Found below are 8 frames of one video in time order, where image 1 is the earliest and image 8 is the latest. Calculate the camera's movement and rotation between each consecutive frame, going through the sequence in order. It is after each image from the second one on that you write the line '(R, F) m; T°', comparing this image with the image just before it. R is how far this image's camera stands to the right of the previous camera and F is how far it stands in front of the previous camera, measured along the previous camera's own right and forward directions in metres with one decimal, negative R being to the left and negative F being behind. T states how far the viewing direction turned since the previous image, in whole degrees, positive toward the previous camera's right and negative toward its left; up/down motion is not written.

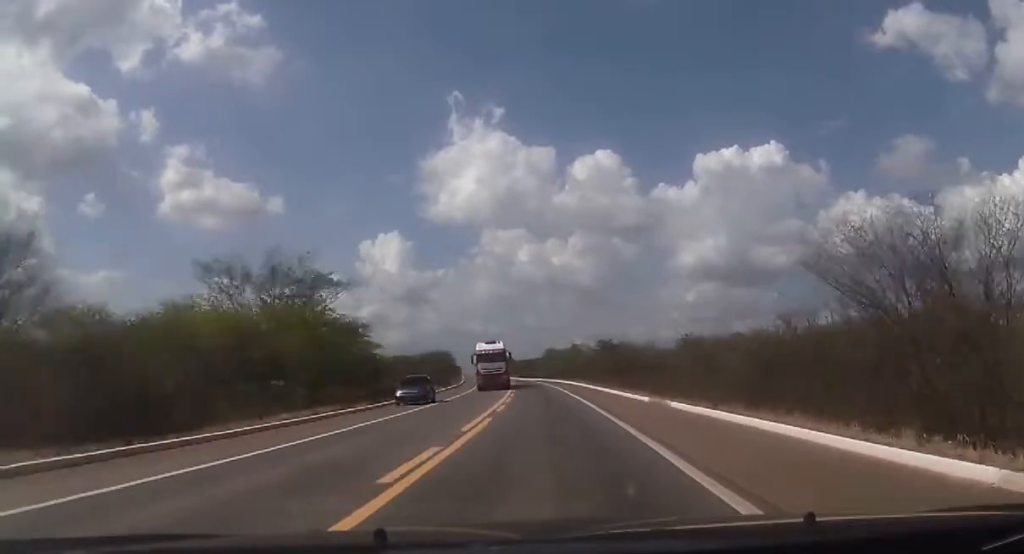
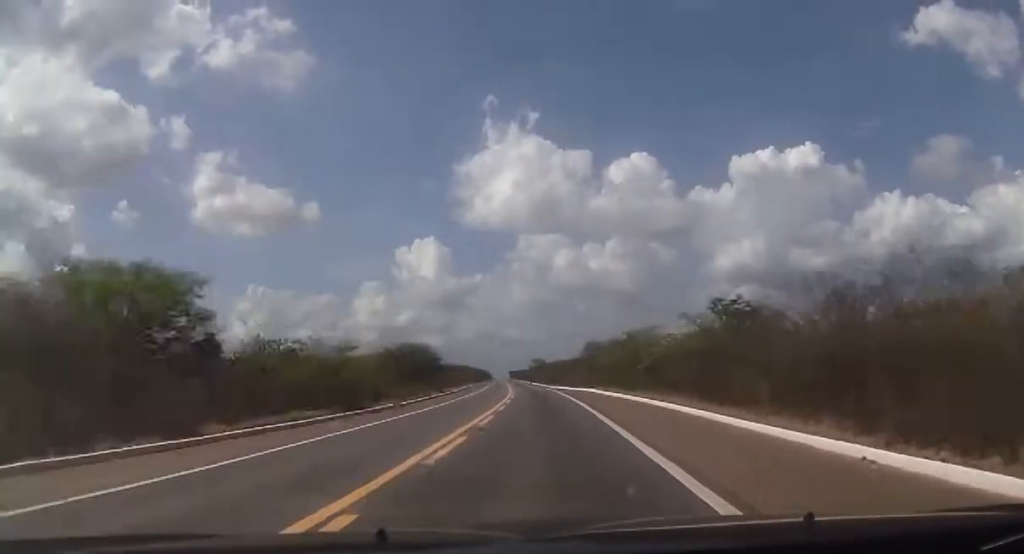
(+0.3, +46.6) m; -1°
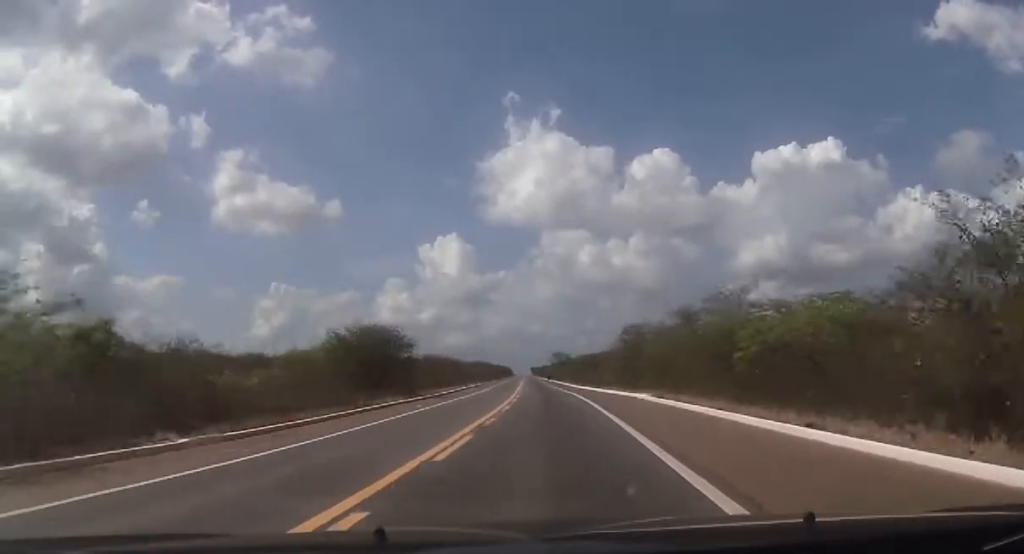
(-0.1, +24.1) m; -2°
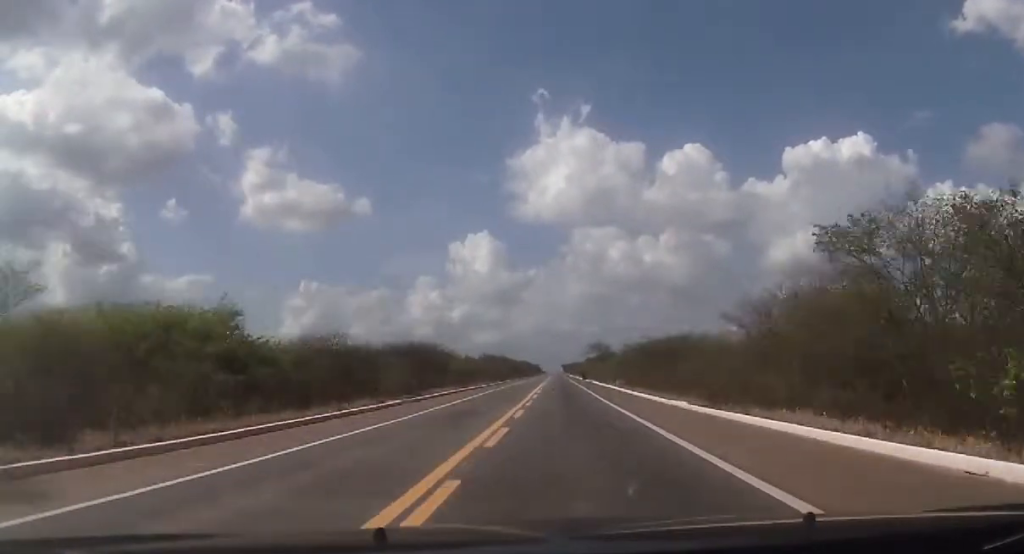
(-1.9, +46.2) m; -3°
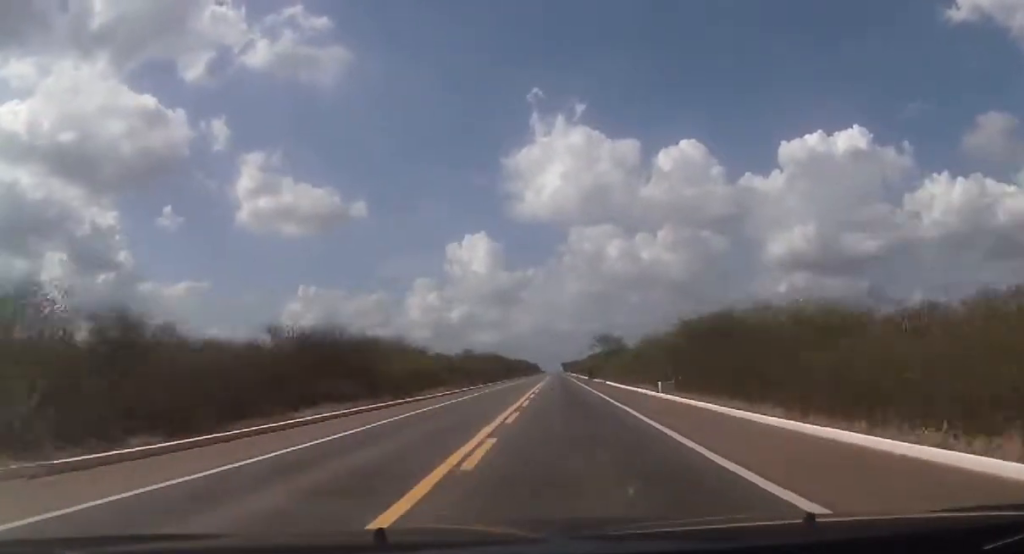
(0.0, +27.0) m; -1°
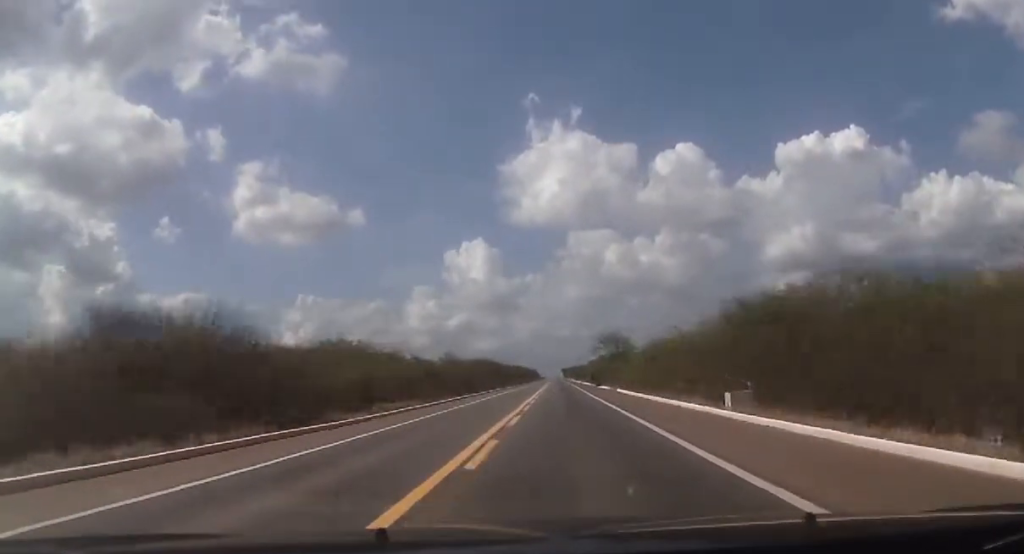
(-0.3, +15.3) m; 0°
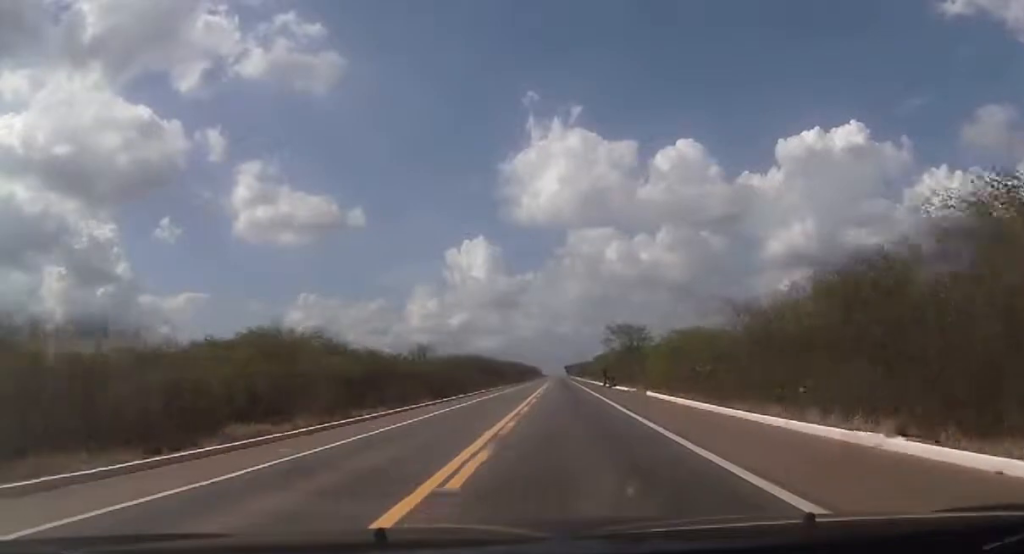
(-0.3, +17.6) m; 0°
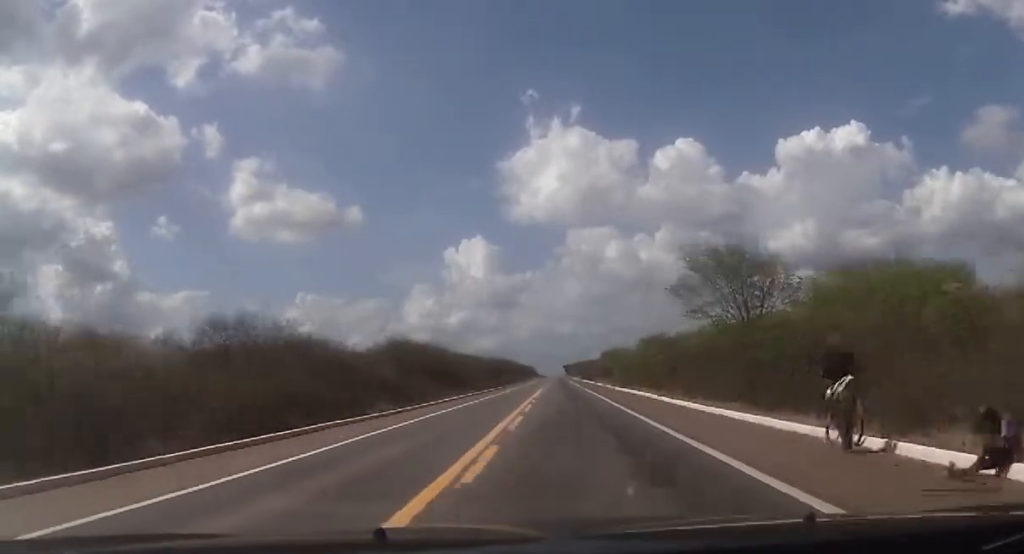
(+0.3, +55.0) m; 0°
